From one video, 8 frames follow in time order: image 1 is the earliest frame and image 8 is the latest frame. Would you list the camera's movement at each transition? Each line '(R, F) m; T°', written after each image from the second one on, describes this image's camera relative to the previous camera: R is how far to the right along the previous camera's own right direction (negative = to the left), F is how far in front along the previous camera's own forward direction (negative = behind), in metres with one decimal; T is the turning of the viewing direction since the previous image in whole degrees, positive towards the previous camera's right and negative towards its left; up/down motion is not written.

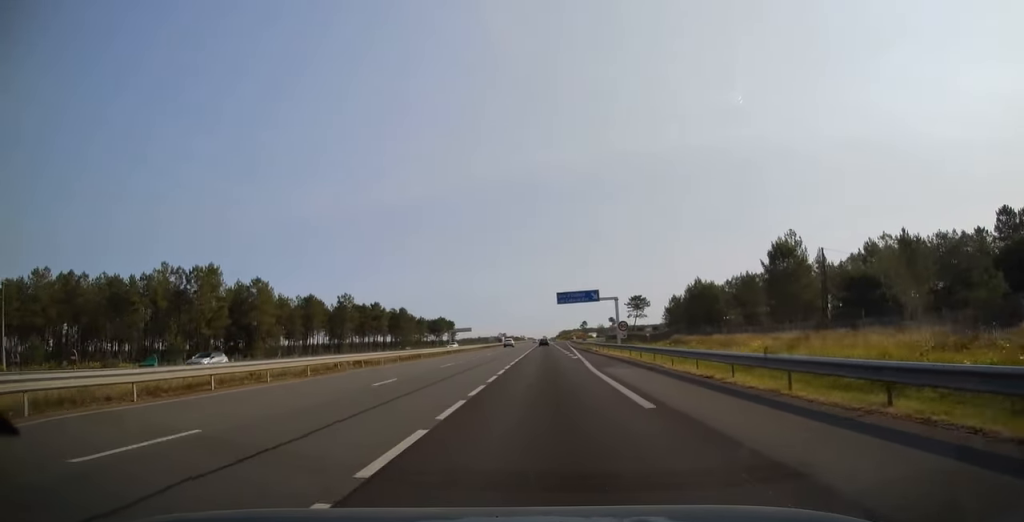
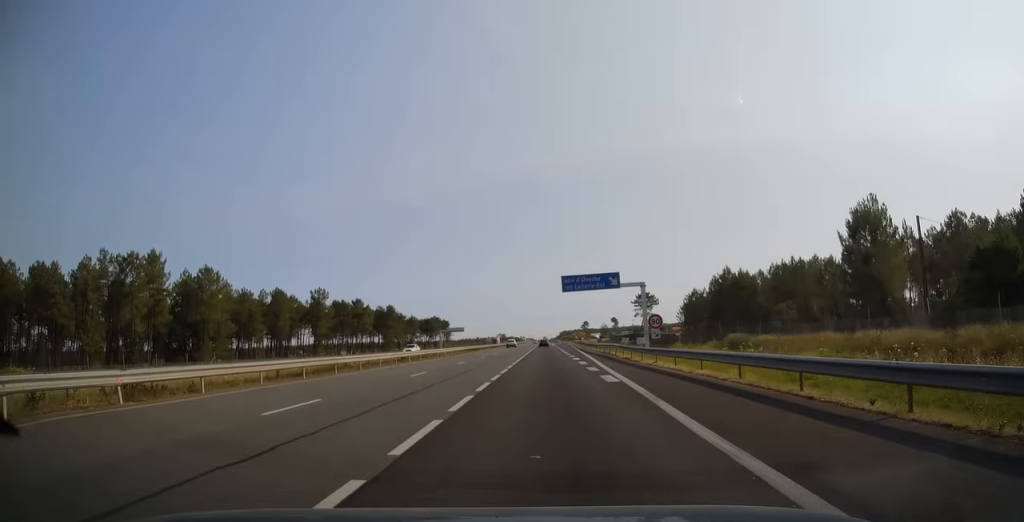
(+0.1, +20.7) m; 0°
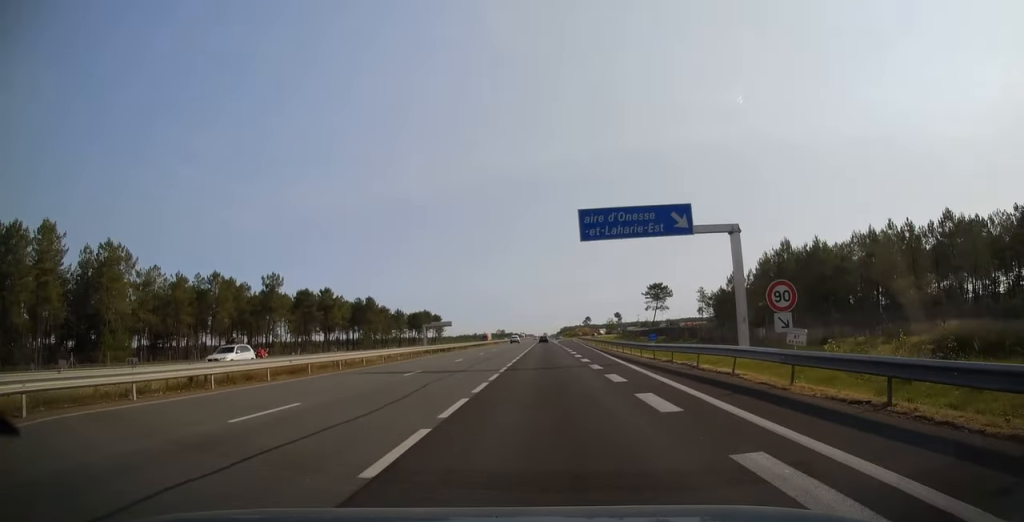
(-0.1, +27.4) m; 0°
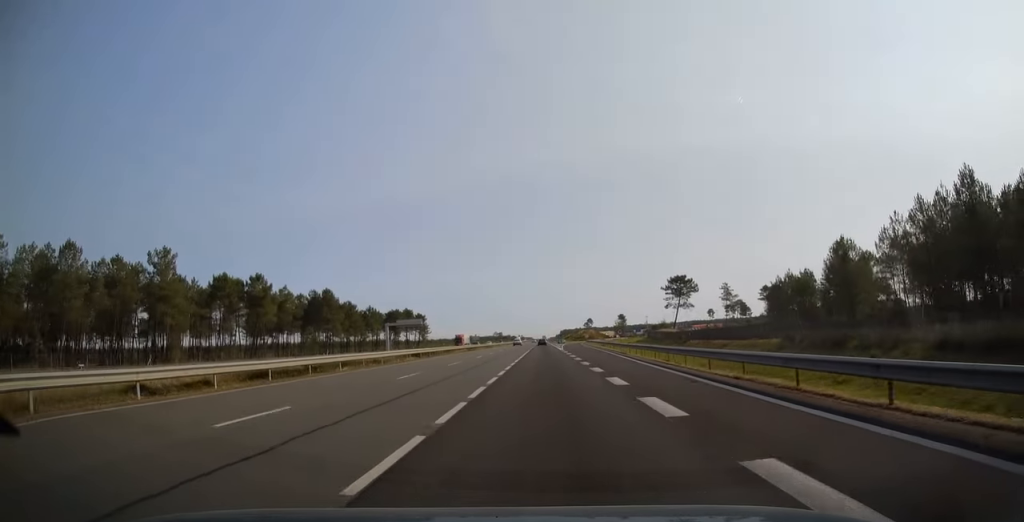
(+0.2, +39.7) m; 0°
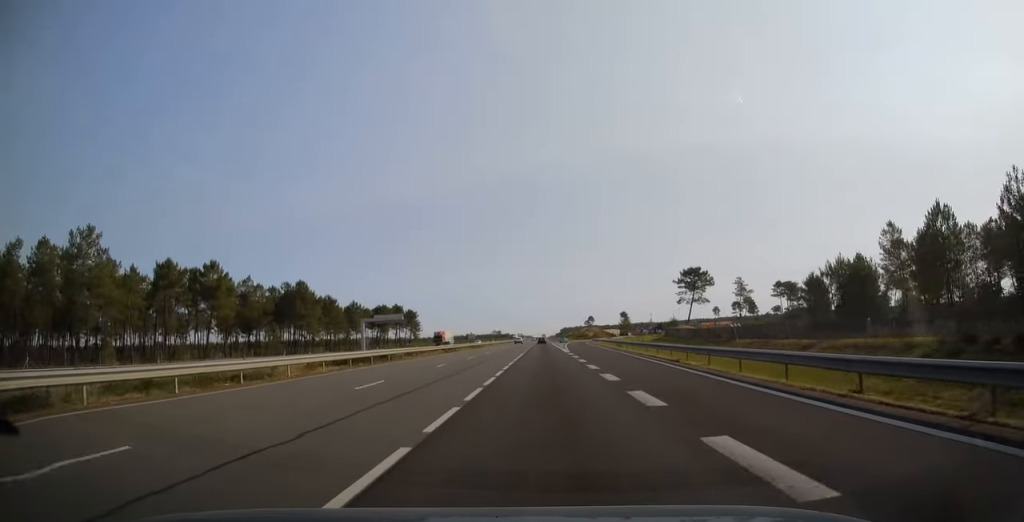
(+0.1, +18.2) m; 0°
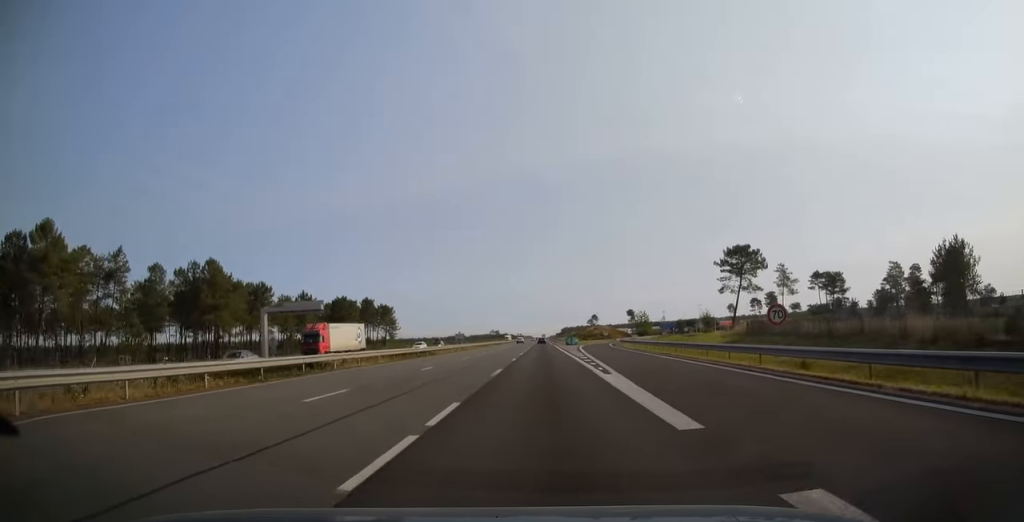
(-0.1, +42.2) m; 0°
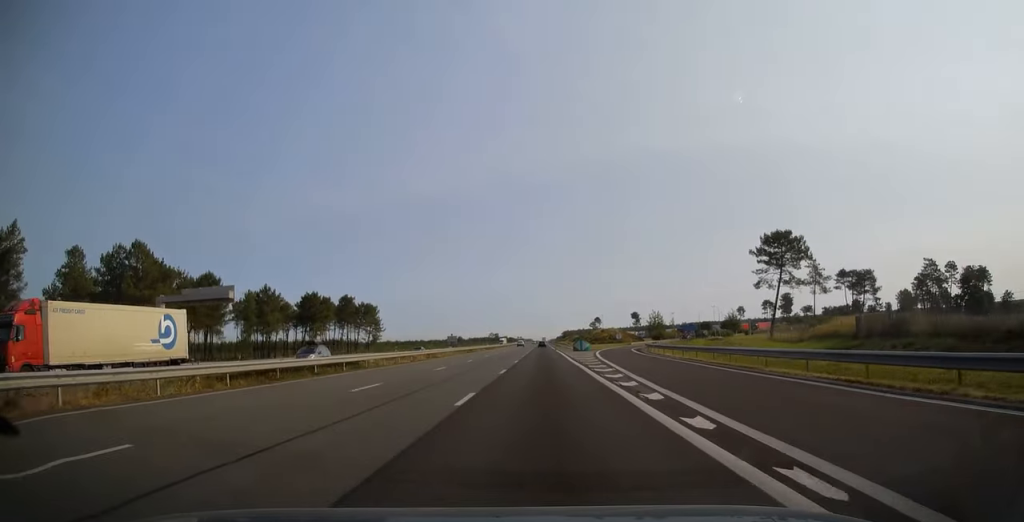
(0.0, +22.5) m; 0°
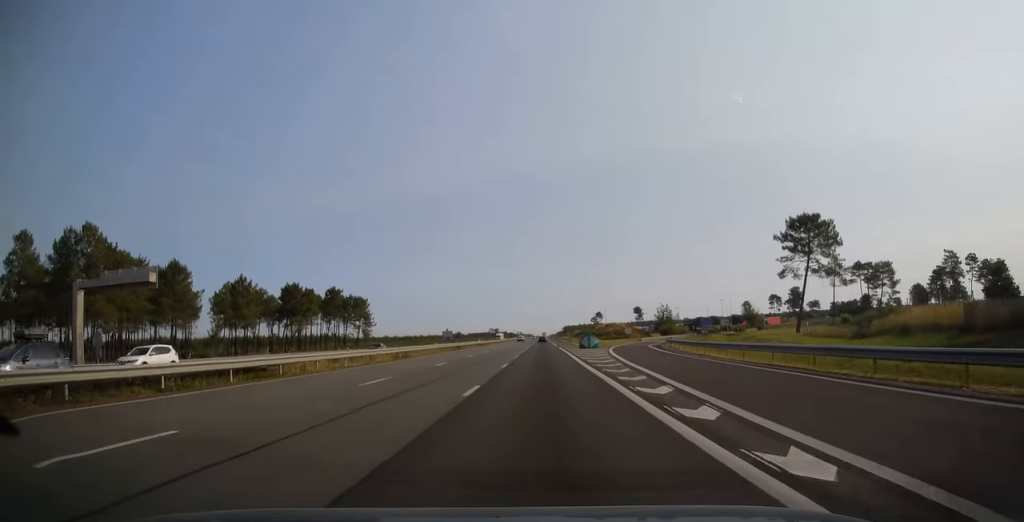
(0.0, +11.8) m; 0°
